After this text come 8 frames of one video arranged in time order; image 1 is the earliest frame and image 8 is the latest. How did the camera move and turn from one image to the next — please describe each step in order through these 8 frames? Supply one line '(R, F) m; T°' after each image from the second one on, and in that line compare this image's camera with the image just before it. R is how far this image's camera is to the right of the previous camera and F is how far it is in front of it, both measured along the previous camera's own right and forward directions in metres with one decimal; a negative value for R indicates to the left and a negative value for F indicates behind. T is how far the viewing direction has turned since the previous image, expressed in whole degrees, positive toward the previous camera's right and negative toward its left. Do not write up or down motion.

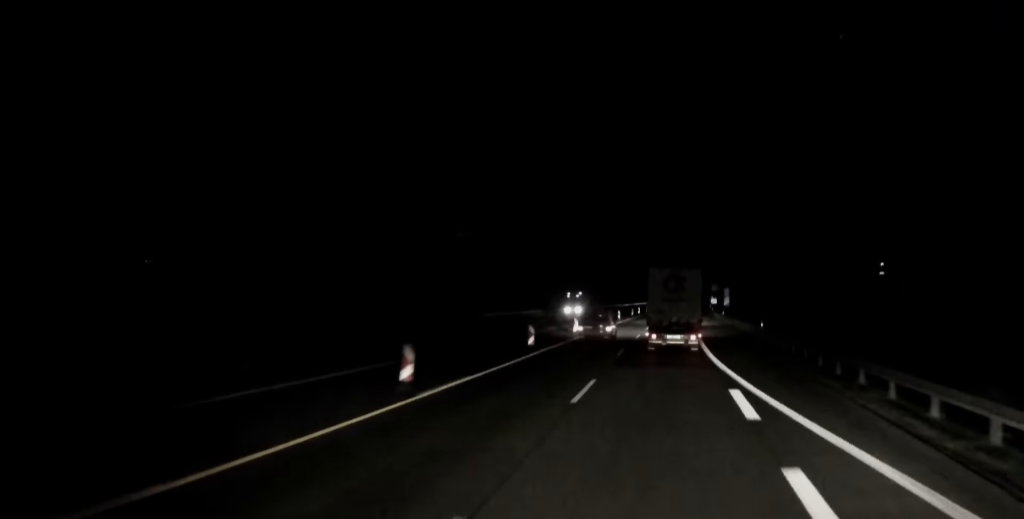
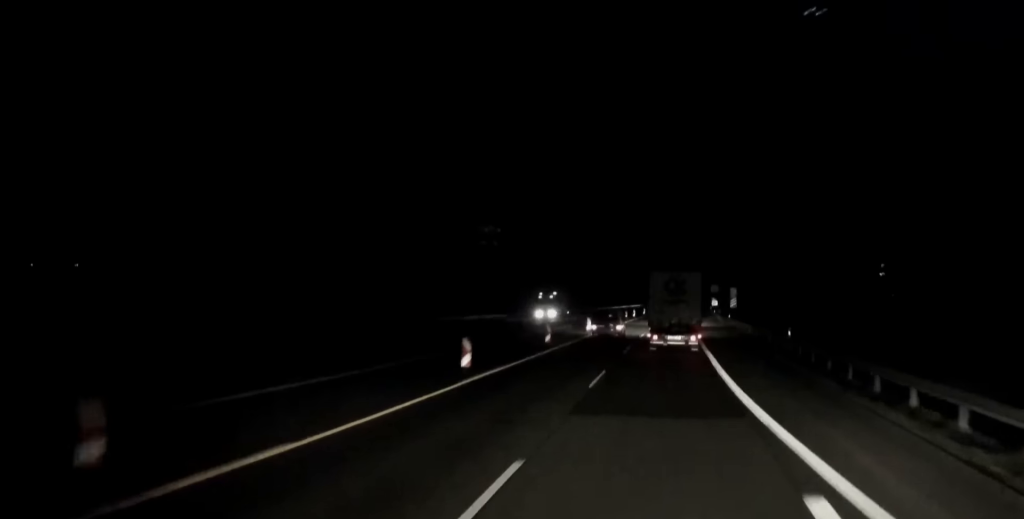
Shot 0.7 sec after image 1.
(-0.2, +13.8) m; 0°
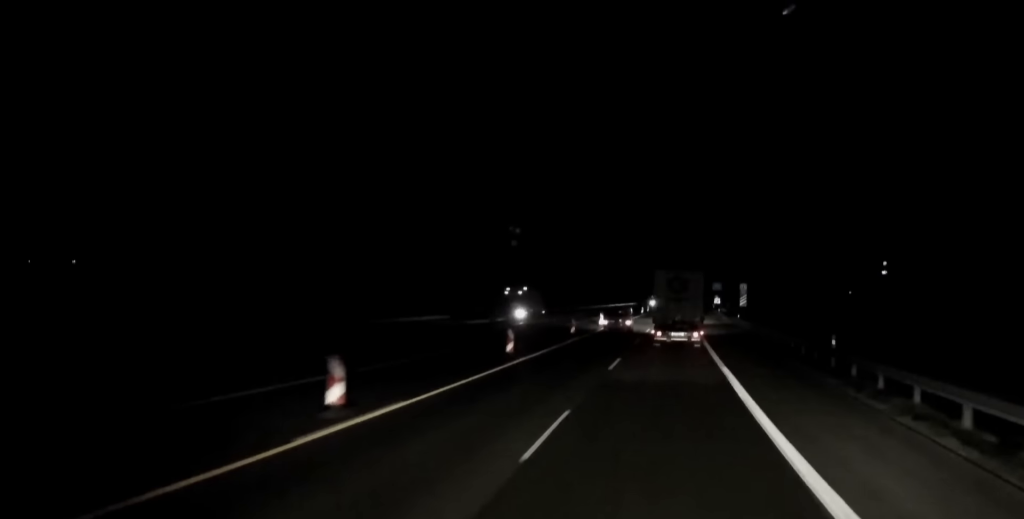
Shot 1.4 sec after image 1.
(0.0, +11.9) m; +1°
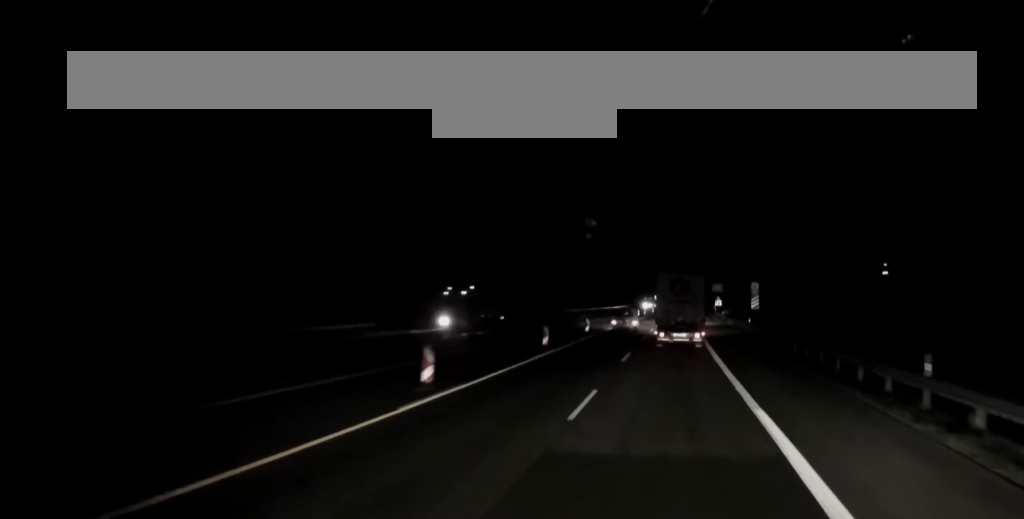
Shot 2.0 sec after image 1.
(+0.1, +12.5) m; +1°
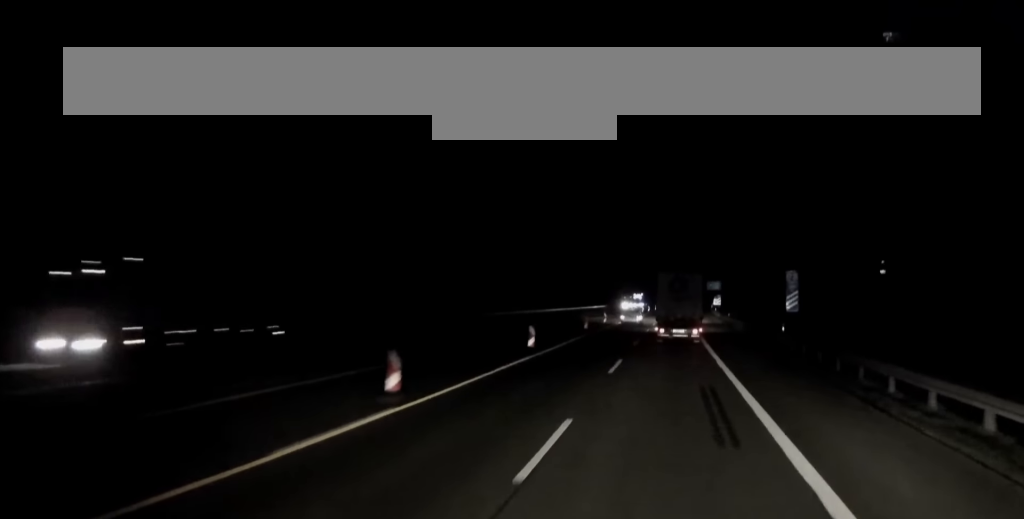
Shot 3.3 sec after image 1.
(+0.2, +24.3) m; 0°
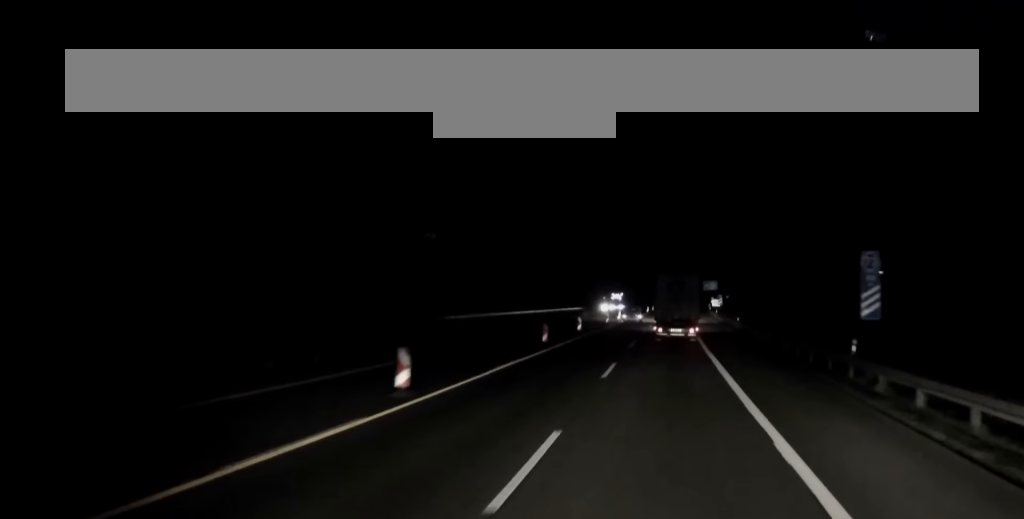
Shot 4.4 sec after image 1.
(-0.2, +19.4) m; 0°
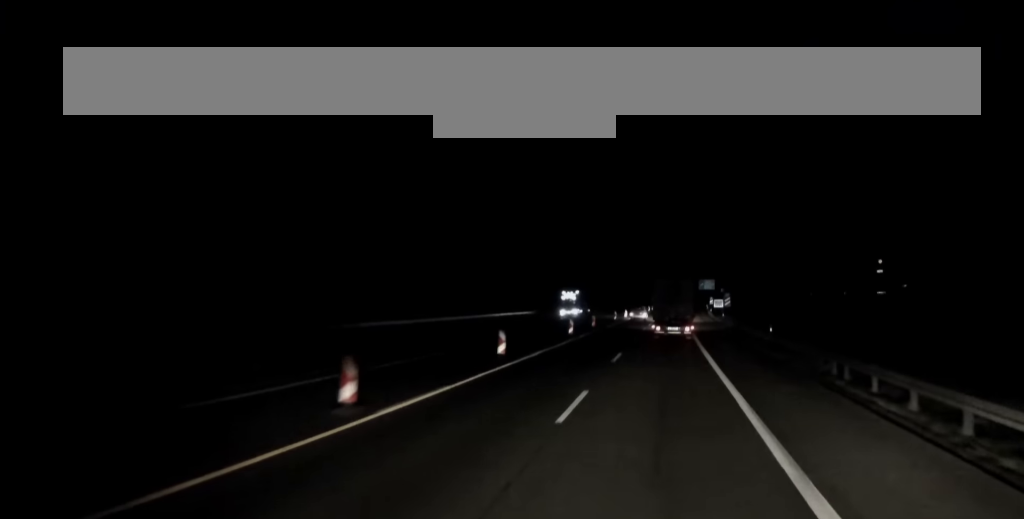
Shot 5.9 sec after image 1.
(+0.3, +29.1) m; +1°
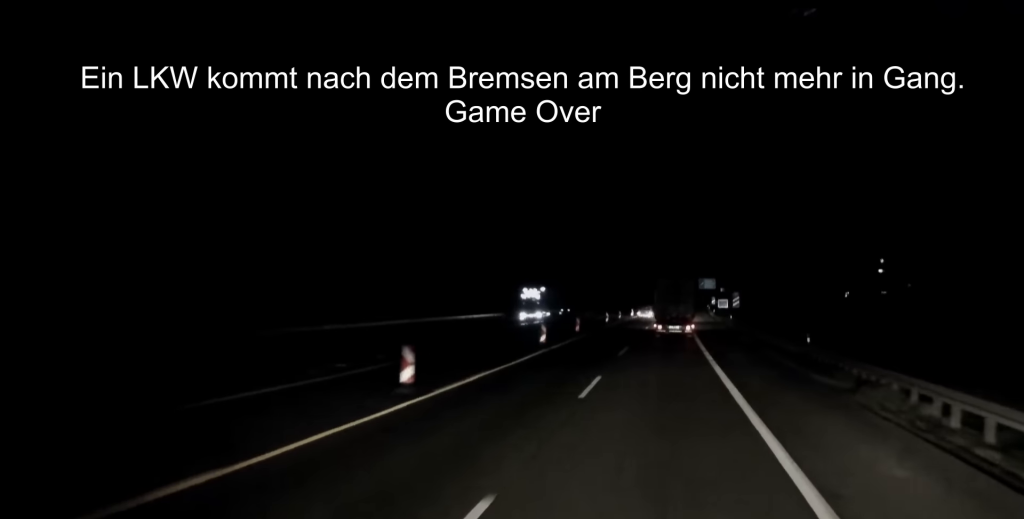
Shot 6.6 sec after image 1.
(0.0, +14.6) m; 0°
